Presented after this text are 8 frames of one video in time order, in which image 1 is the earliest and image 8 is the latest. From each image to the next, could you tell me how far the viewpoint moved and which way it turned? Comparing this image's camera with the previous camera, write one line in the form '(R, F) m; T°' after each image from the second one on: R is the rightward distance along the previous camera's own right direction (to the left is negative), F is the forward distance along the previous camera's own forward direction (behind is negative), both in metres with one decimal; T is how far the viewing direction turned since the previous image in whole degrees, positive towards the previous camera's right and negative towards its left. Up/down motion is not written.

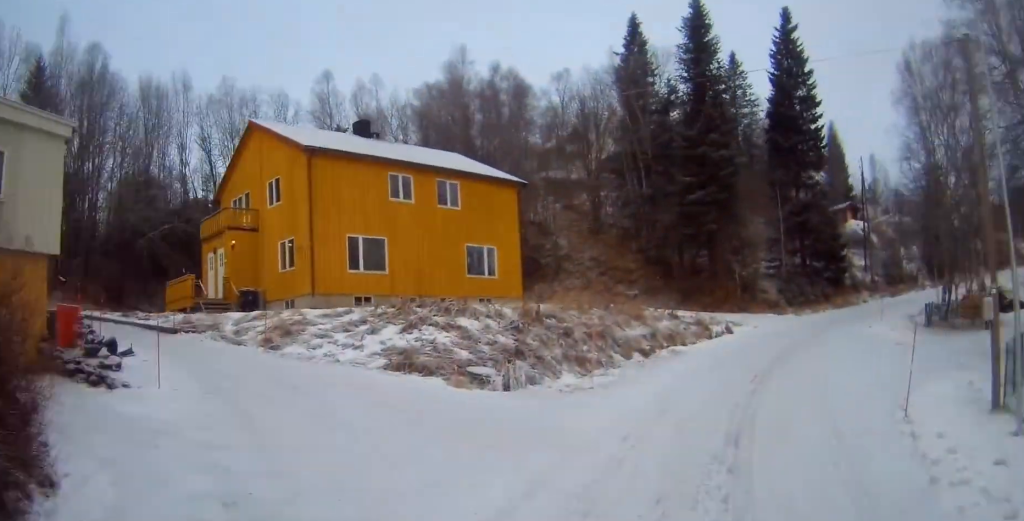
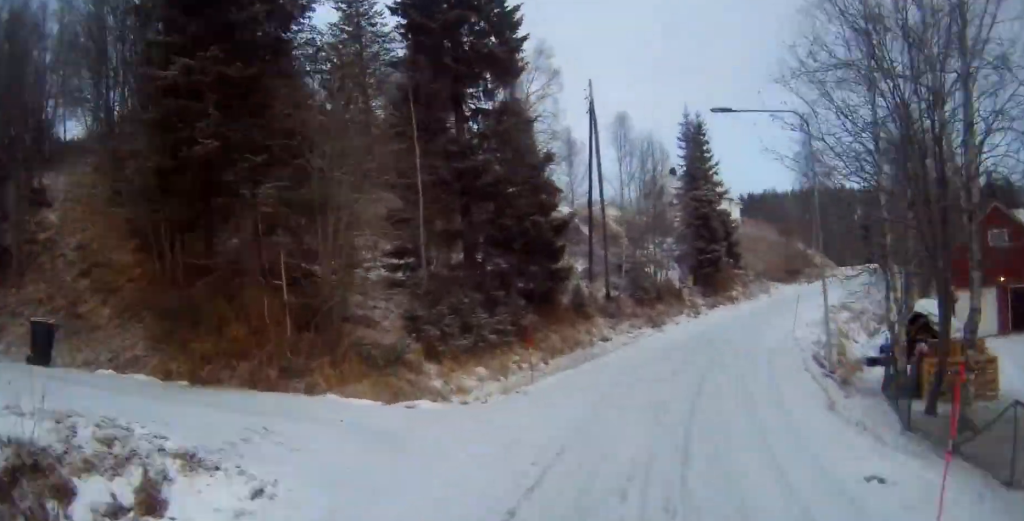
(+6.3, +24.1) m; +24°
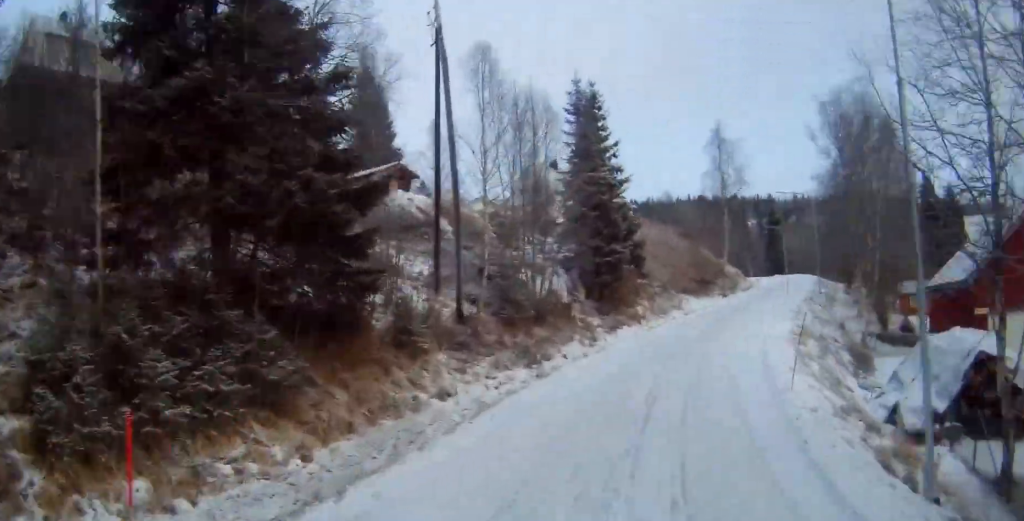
(+1.5, +11.0) m; +4°
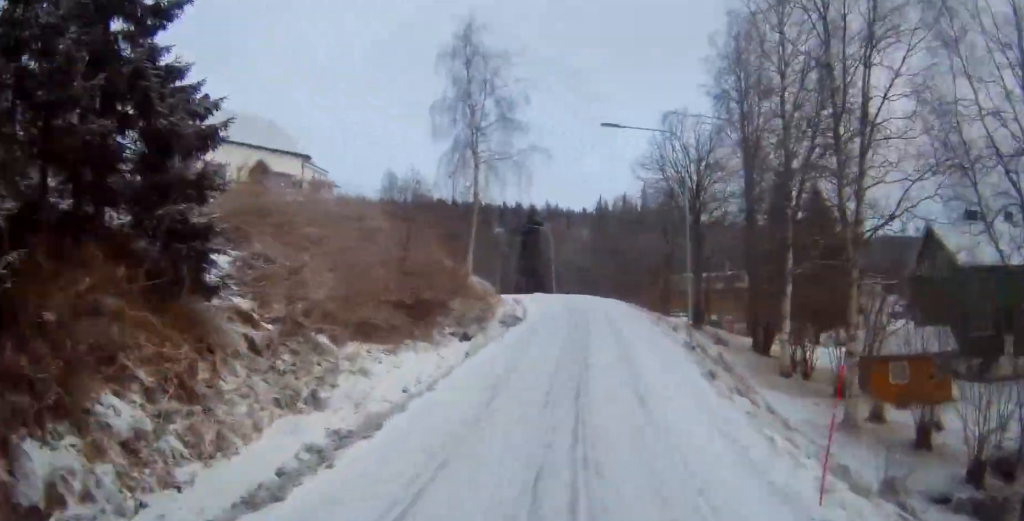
(+1.8, +23.4) m; +6°
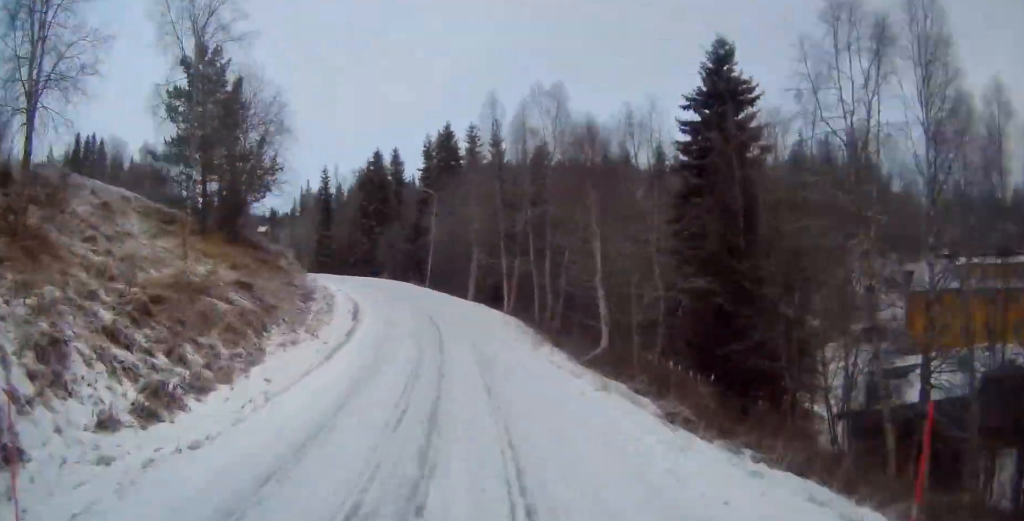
(+1.6, +63.7) m; -11°
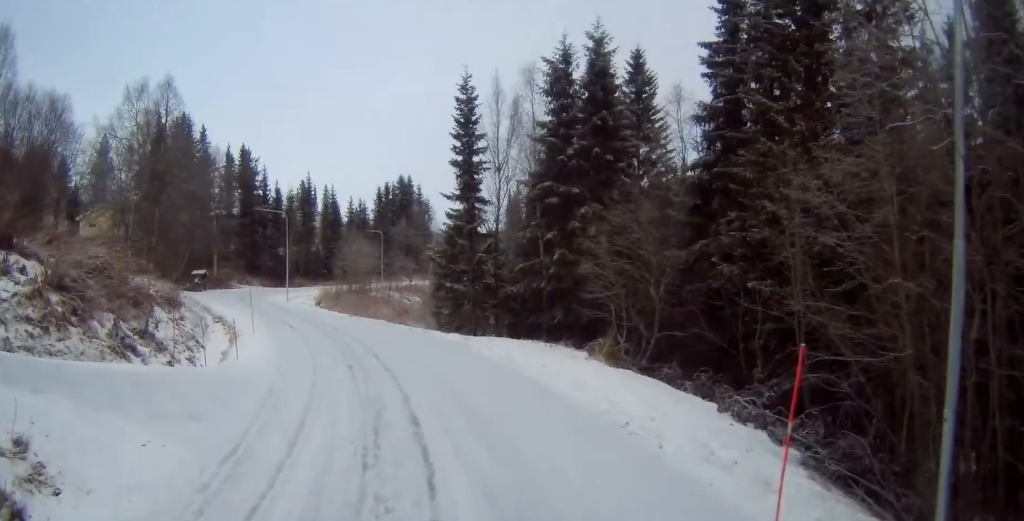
(-11.4, +40.8) m; -27°
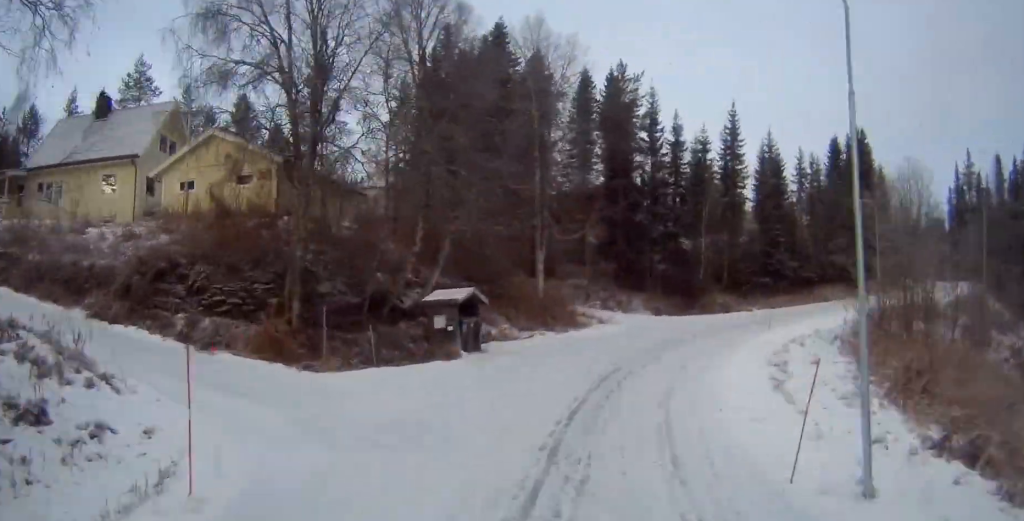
(-8.0, +43.4) m; 0°
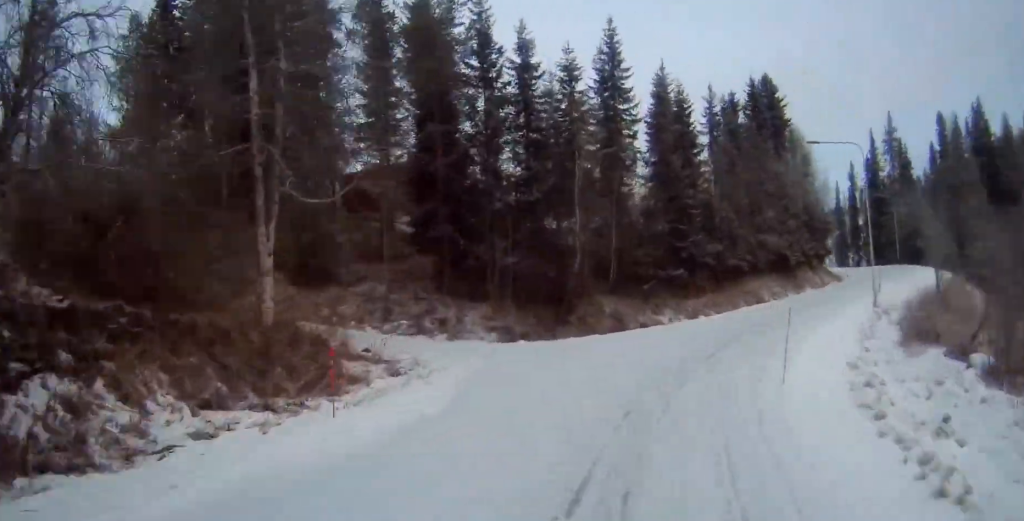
(+3.1, +16.5) m; +10°
